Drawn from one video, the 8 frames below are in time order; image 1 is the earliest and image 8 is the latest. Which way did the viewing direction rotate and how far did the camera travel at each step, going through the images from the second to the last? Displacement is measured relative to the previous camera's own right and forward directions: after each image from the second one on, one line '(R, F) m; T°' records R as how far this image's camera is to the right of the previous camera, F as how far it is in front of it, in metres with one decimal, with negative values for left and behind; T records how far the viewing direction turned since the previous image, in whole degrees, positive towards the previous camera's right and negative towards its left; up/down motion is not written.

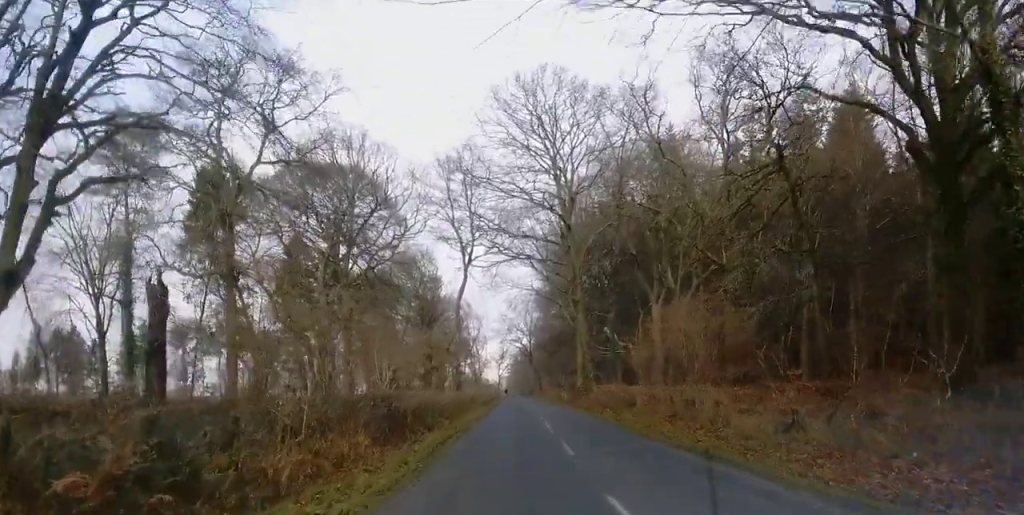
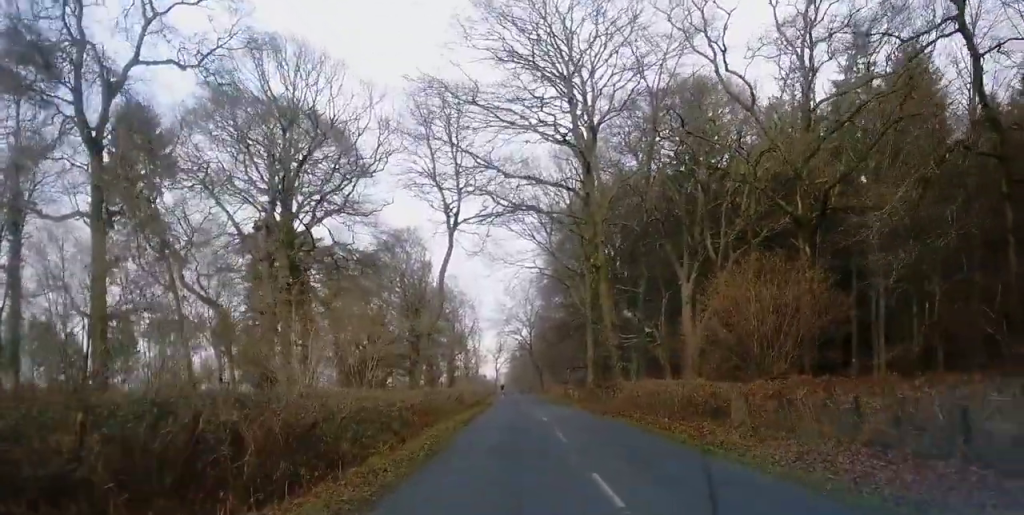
(+0.3, +16.0) m; +1°
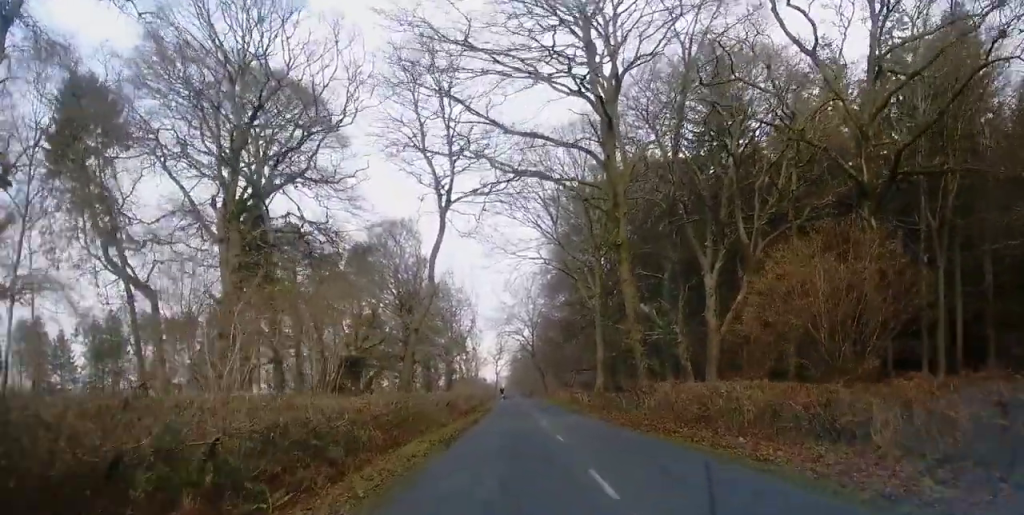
(-0.2, +8.4) m; 0°
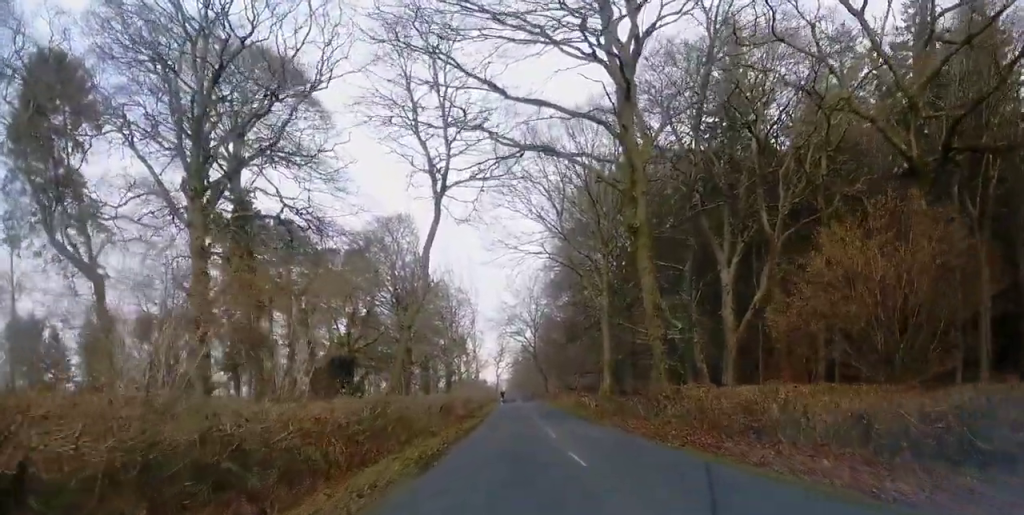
(+0.1, +4.6) m; 0°
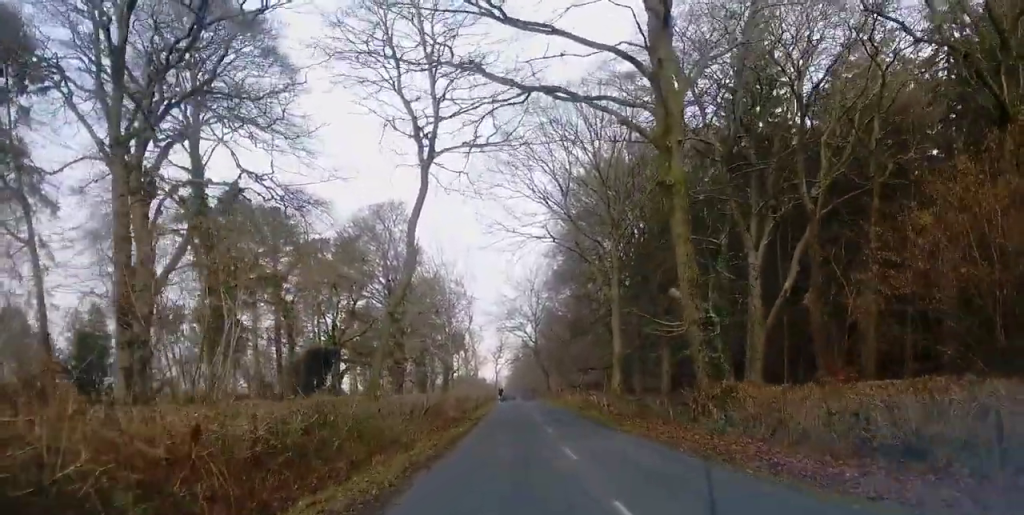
(+0.2, +6.8) m; 0°
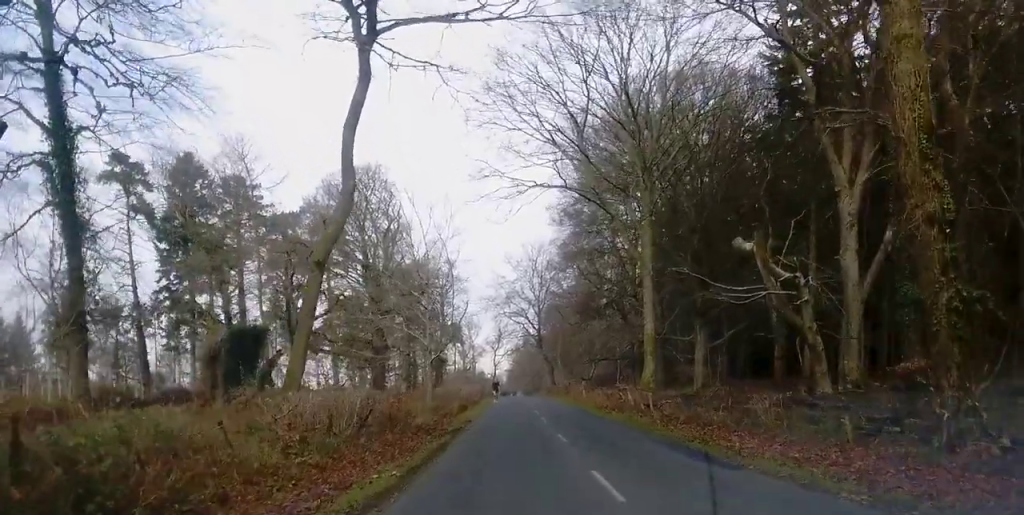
(-0.3, +14.8) m; -1°
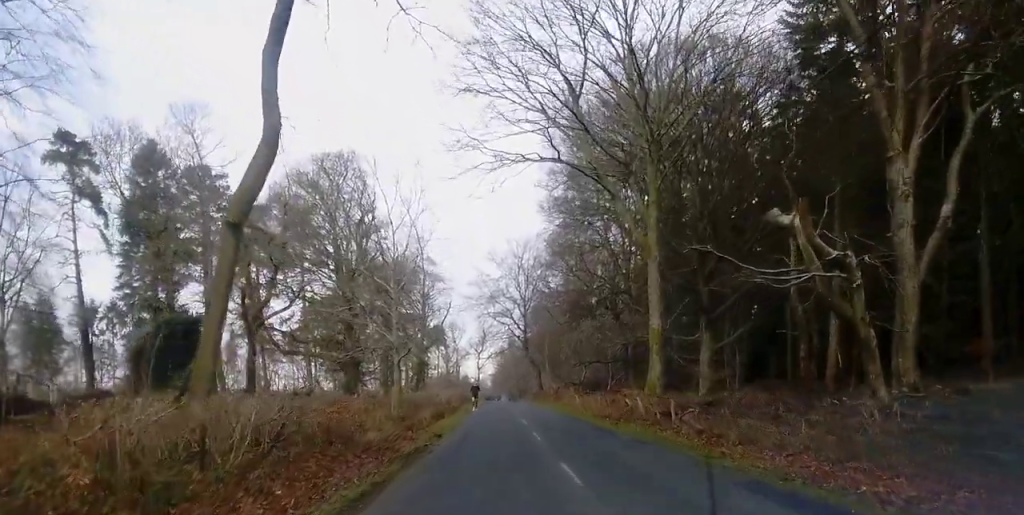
(0.0, +6.9) m; 0°
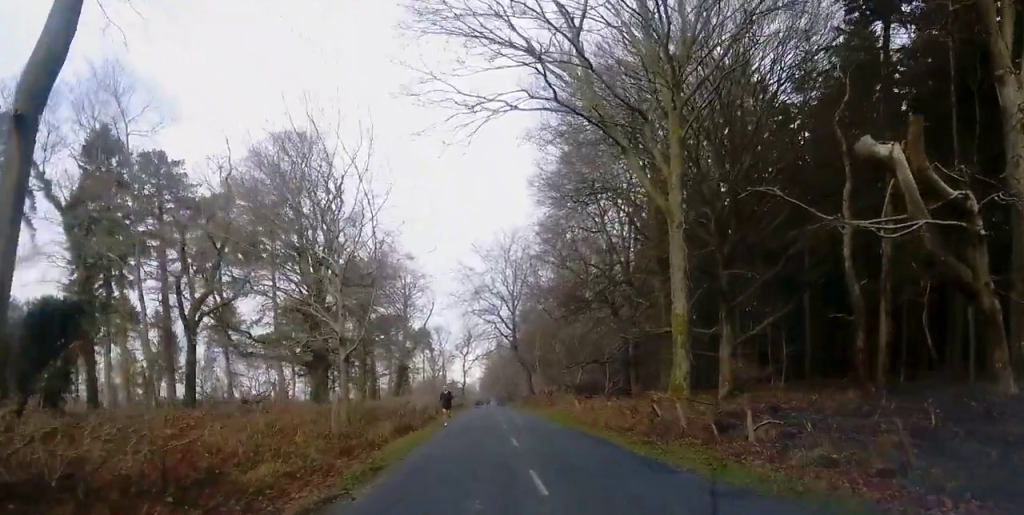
(0.0, +9.2) m; +2°
